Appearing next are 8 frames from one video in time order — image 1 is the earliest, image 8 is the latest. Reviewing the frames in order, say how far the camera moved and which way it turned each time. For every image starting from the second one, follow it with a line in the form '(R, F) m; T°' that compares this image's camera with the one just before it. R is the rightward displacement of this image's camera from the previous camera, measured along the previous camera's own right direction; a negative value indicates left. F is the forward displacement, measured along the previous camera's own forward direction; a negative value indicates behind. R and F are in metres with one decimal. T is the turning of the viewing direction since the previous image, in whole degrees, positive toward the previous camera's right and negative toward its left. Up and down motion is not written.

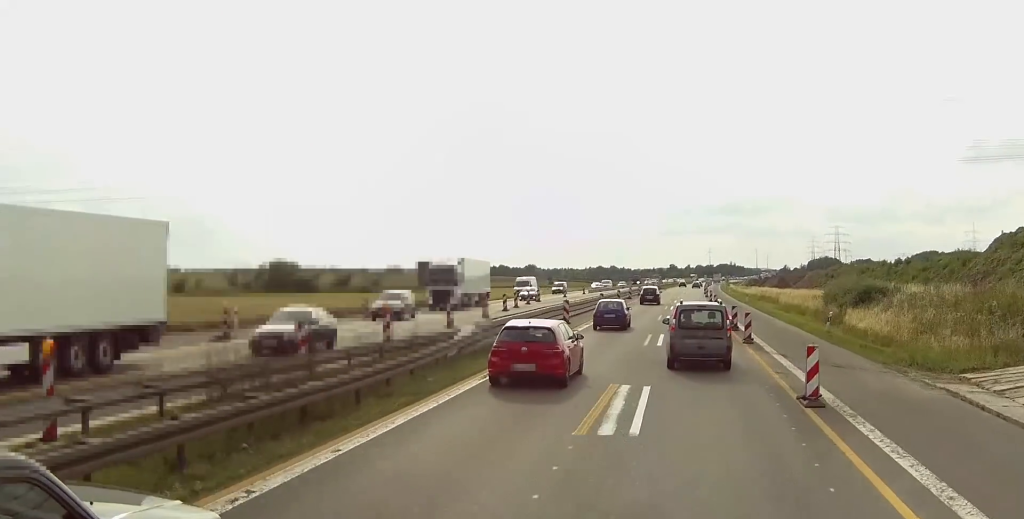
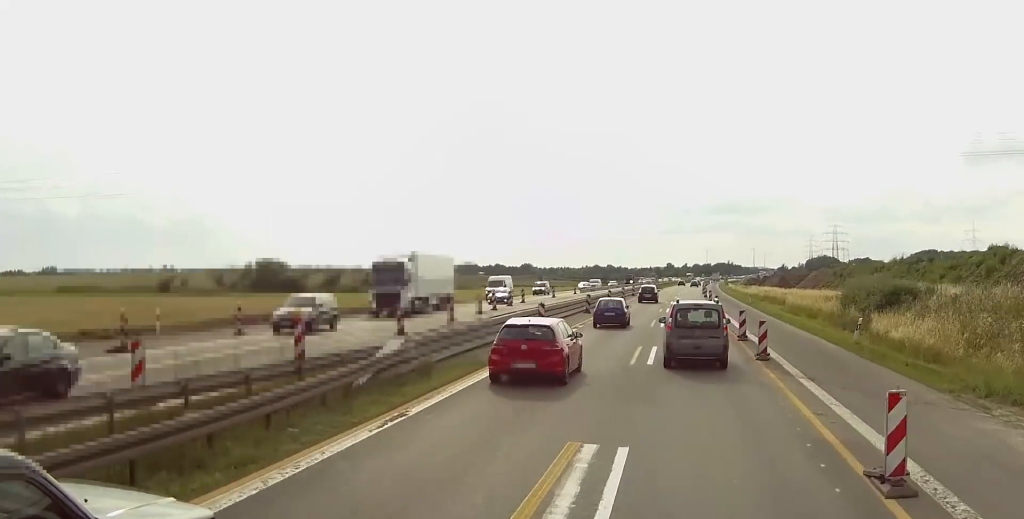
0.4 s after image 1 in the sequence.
(0.0, +7.1) m; 0°
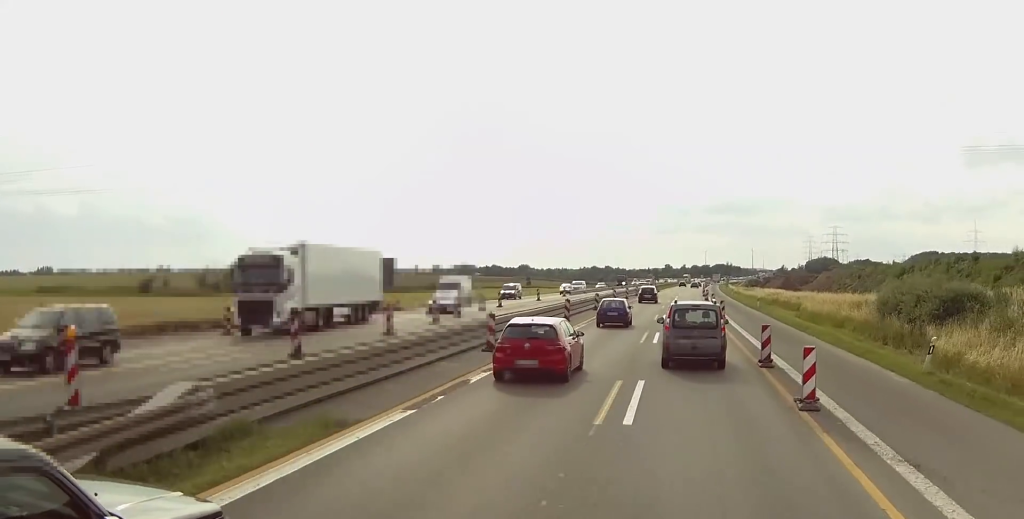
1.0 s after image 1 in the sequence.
(-0.1, +9.9) m; +1°
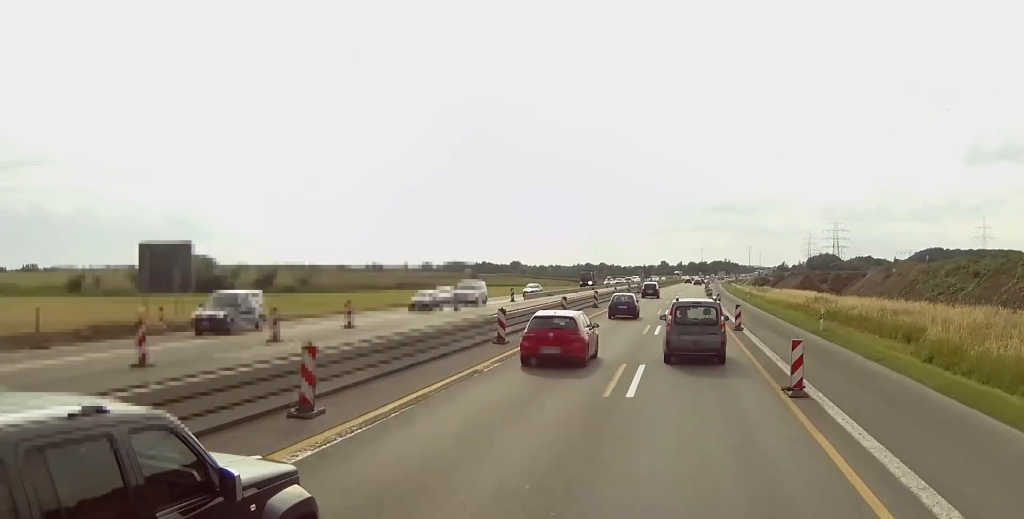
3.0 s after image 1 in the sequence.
(0.0, +33.8) m; 0°
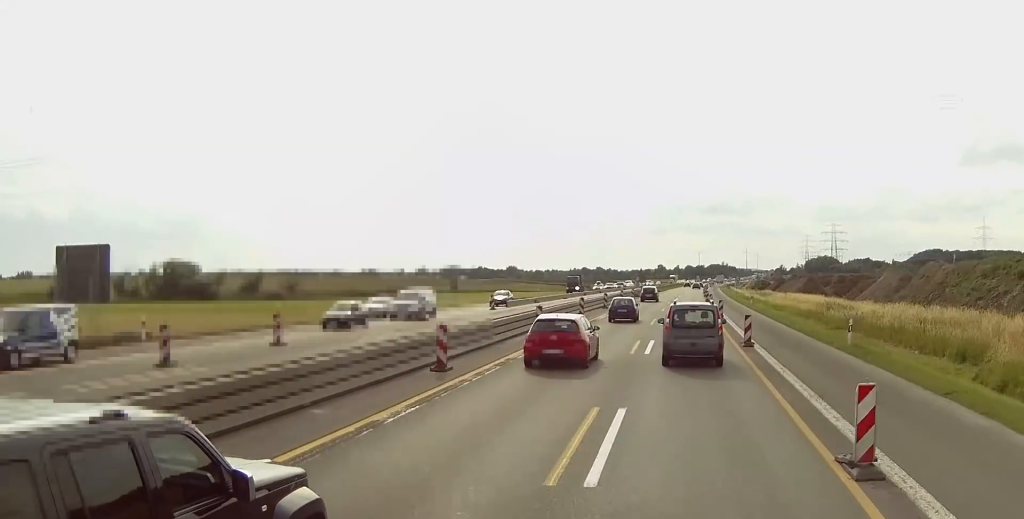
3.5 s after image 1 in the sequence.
(0.0, +7.4) m; 0°
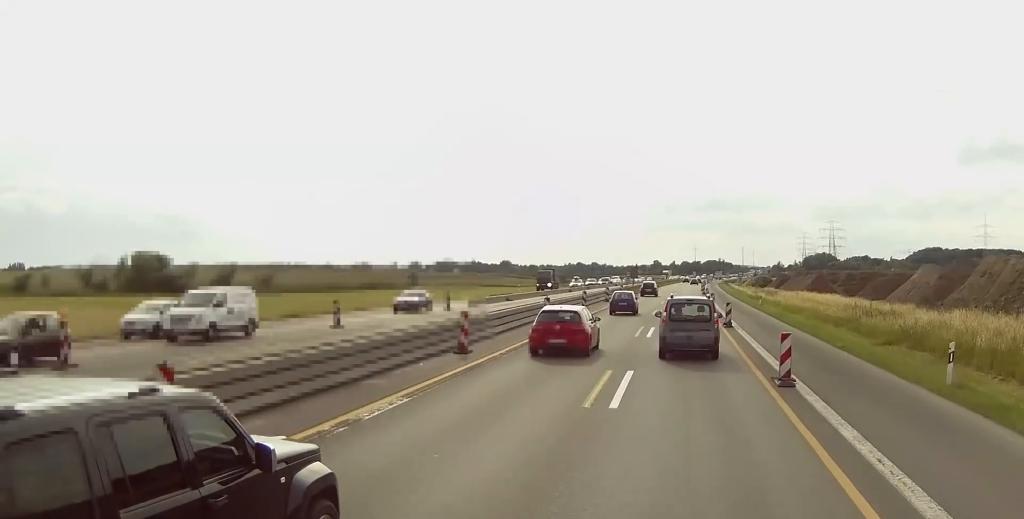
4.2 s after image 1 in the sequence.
(+0.3, +13.1) m; +1°
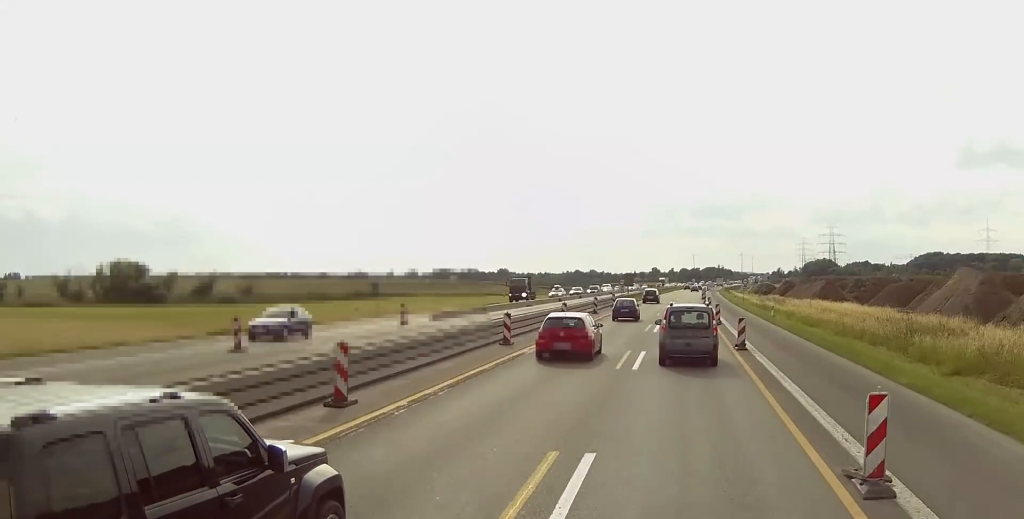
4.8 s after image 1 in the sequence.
(-0.1, +9.7) m; 0°
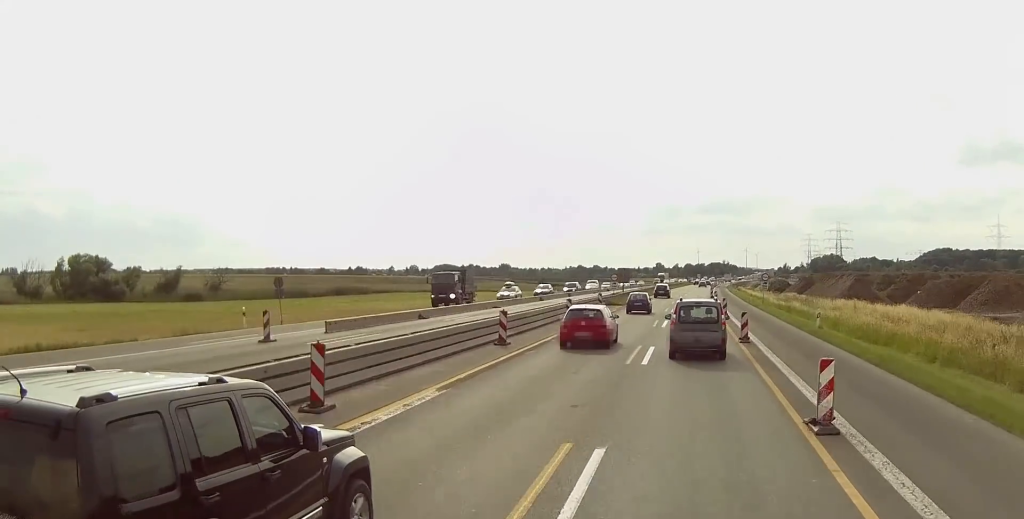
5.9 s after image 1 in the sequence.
(-0.1, +18.2) m; 0°
